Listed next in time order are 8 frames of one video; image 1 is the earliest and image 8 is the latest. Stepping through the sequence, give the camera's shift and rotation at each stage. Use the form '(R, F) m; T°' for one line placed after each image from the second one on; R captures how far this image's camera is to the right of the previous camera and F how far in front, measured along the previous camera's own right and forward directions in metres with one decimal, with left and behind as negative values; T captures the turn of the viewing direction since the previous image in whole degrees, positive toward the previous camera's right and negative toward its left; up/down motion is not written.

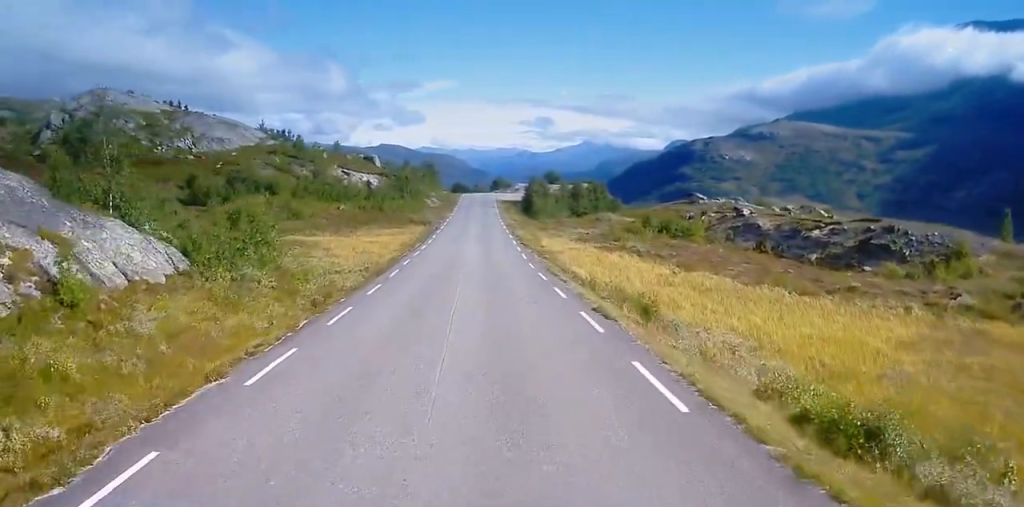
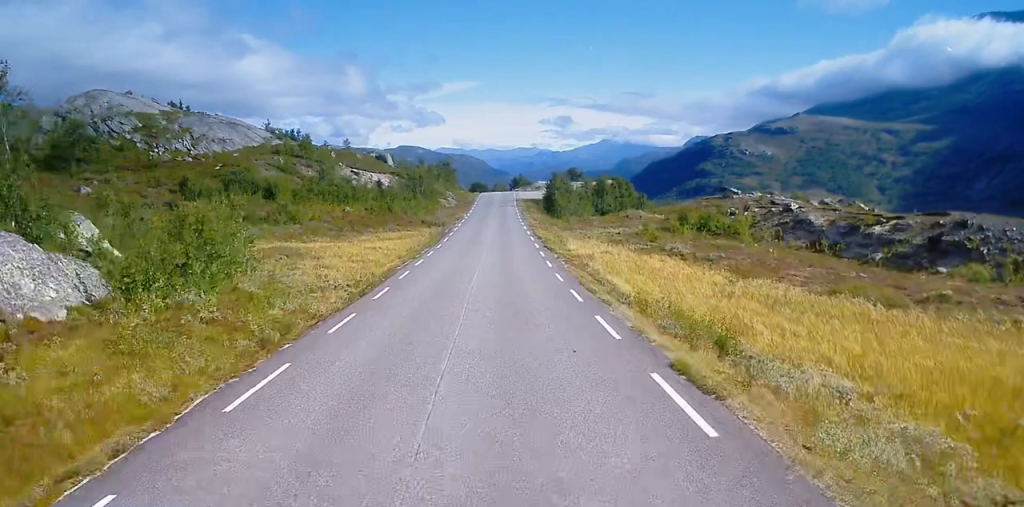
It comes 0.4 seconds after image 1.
(0.0, +7.0) m; 0°
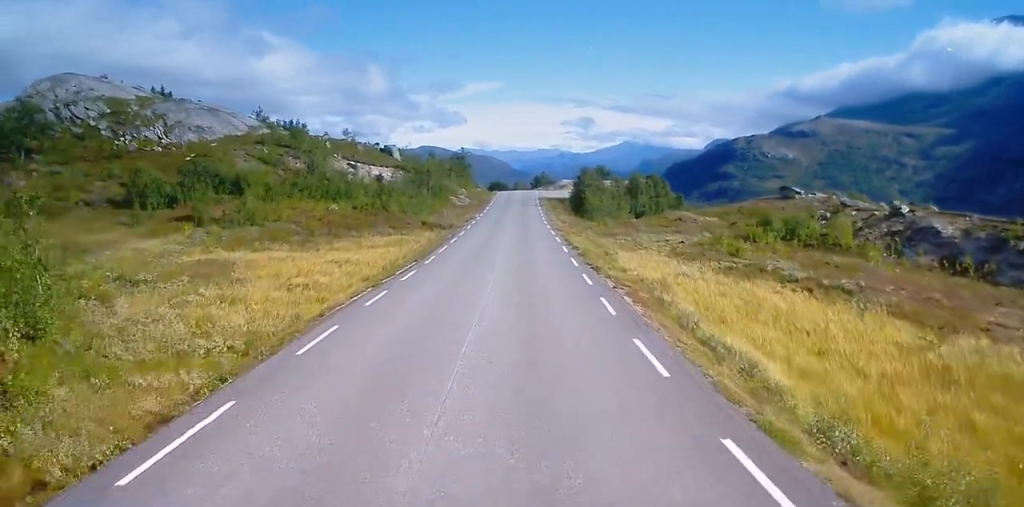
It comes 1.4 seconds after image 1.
(0.0, +15.0) m; 0°
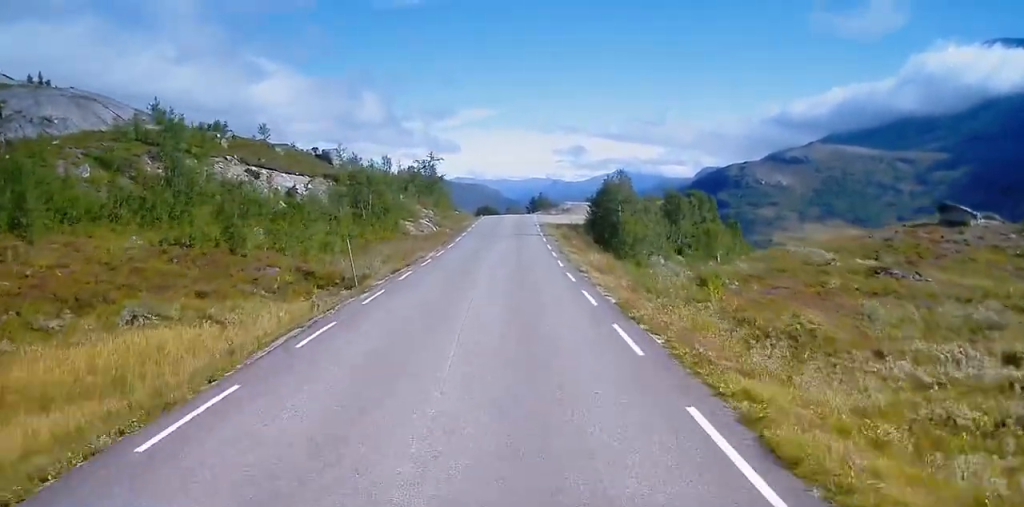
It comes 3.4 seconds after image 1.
(0.0, +35.3) m; -2°
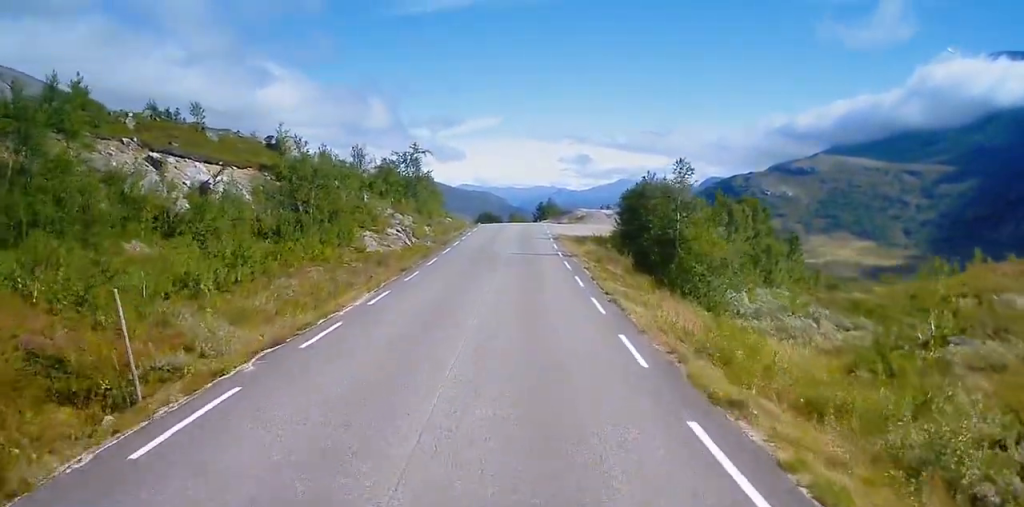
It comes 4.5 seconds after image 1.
(-0.6, +18.4) m; -1°
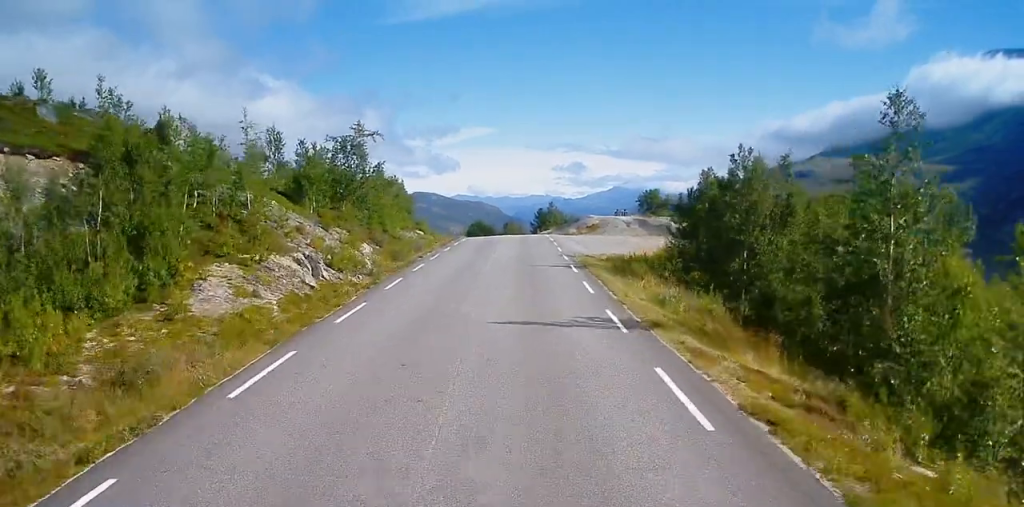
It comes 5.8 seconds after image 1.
(+0.5, +21.6) m; +1°
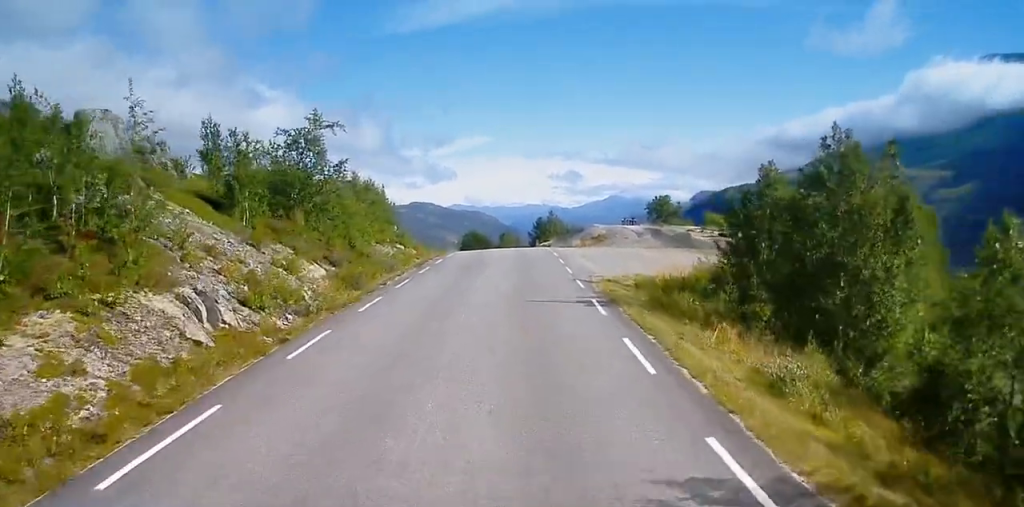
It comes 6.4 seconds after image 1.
(-0.1, +9.1) m; -1°
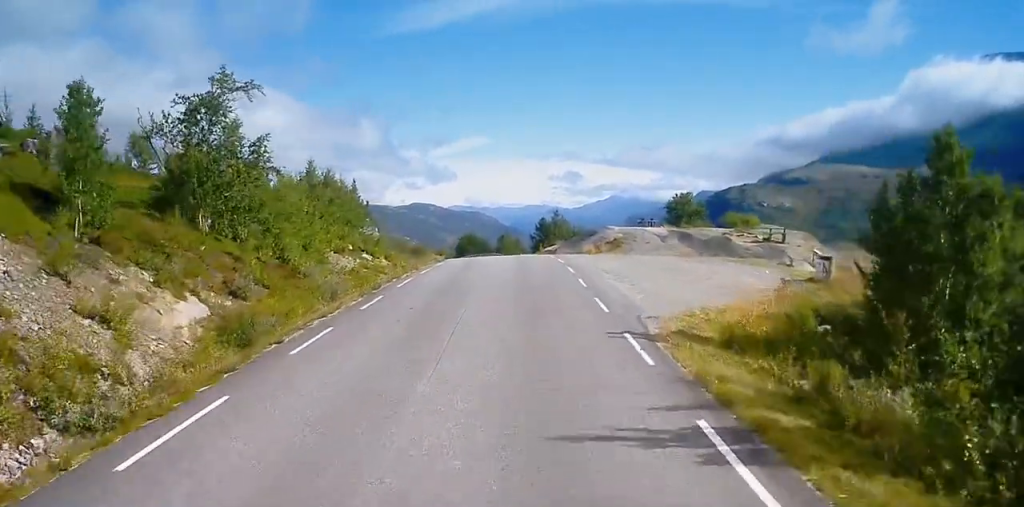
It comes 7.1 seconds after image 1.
(-0.1, +11.5) m; 0°
